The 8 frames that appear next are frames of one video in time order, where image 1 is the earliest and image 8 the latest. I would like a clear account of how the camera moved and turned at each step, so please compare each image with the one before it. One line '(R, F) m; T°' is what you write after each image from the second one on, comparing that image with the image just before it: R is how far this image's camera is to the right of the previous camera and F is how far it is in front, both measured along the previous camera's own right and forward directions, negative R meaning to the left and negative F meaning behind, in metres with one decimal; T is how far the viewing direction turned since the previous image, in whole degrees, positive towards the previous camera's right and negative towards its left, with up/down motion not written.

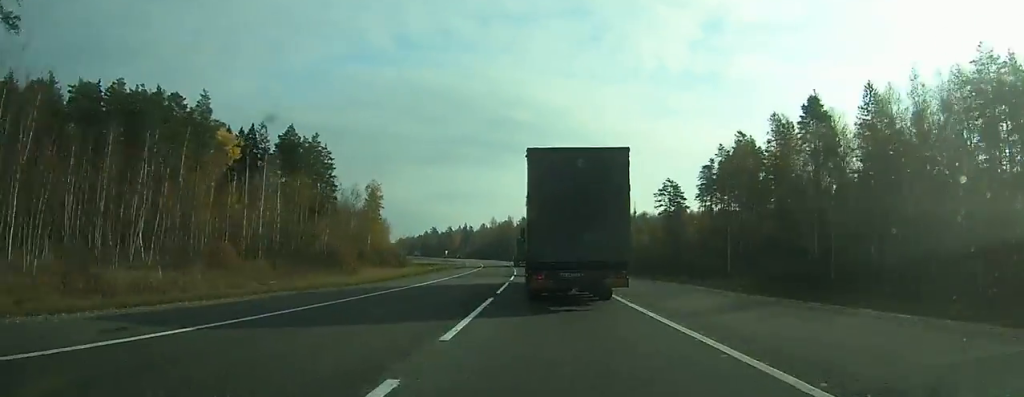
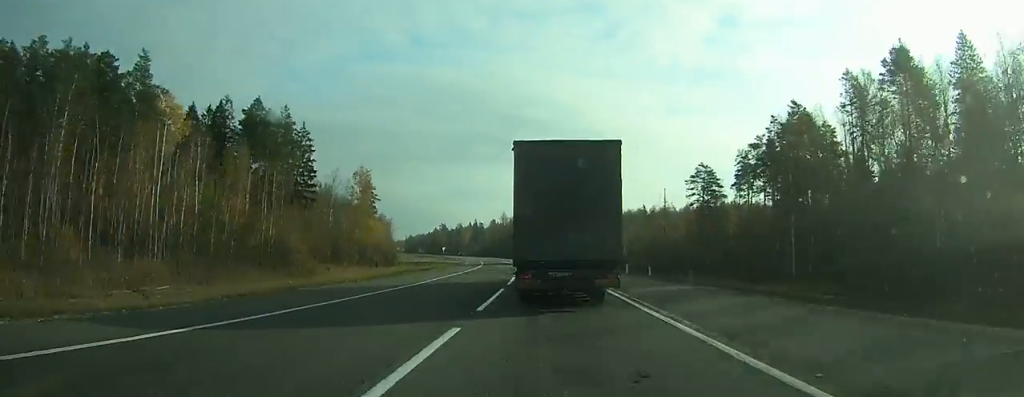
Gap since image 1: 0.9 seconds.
(-0.3, +19.8) m; -1°
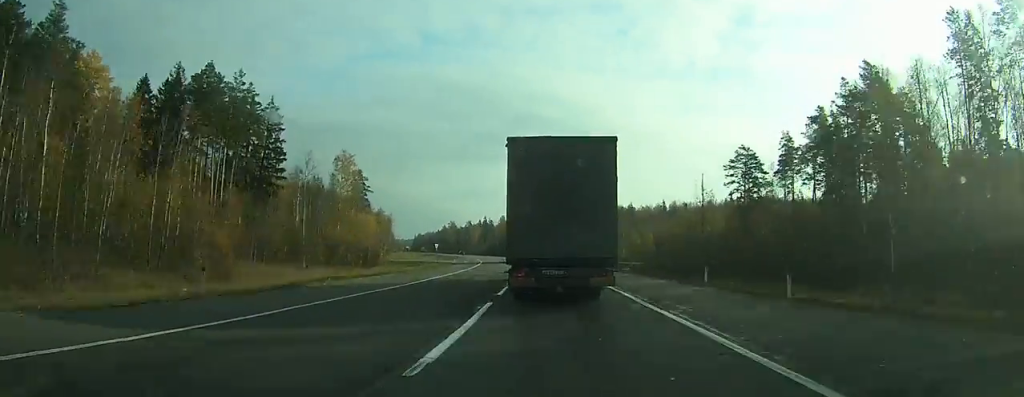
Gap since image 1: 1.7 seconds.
(-0.3, +19.9) m; -1°
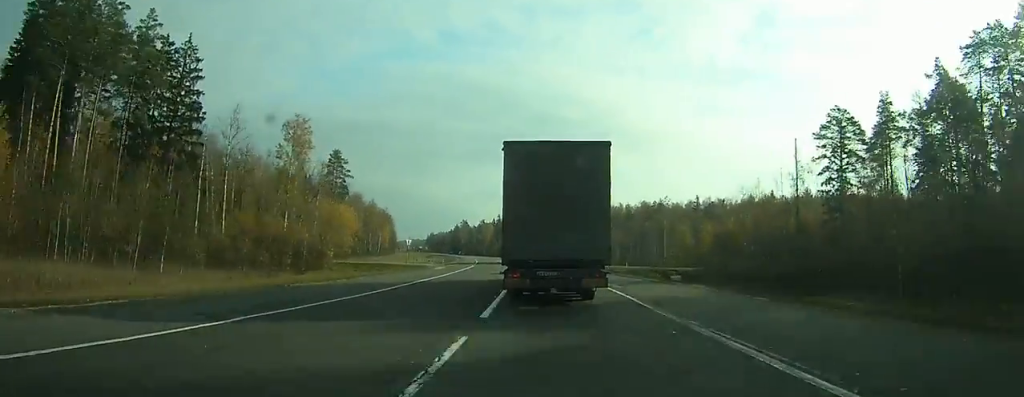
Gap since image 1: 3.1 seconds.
(-0.5, +31.1) m; -2°
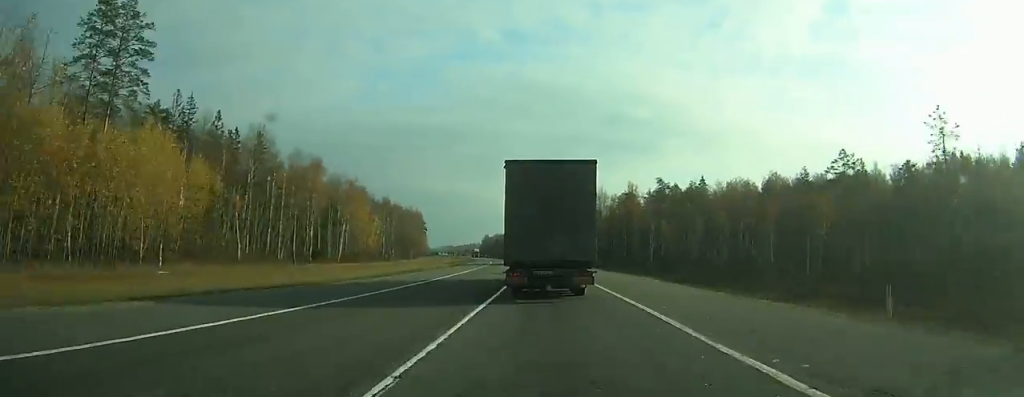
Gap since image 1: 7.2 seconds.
(-5.4, +91.3) m; -6°
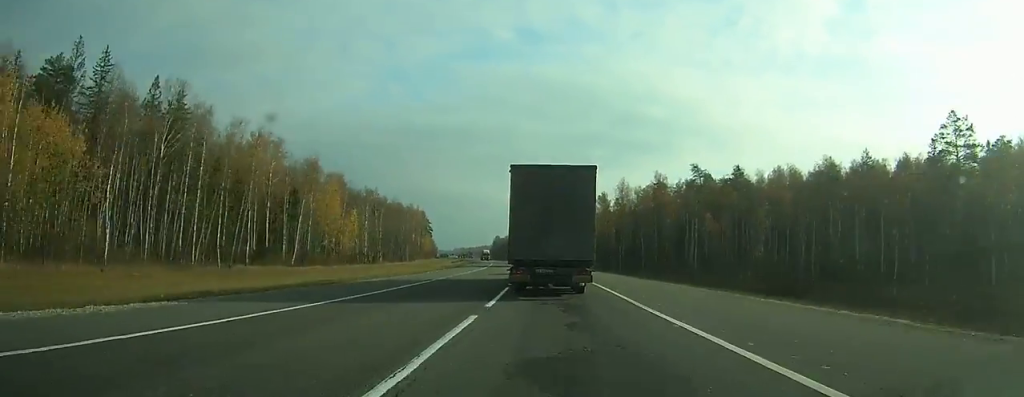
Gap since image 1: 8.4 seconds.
(-0.3, +28.2) m; -1°
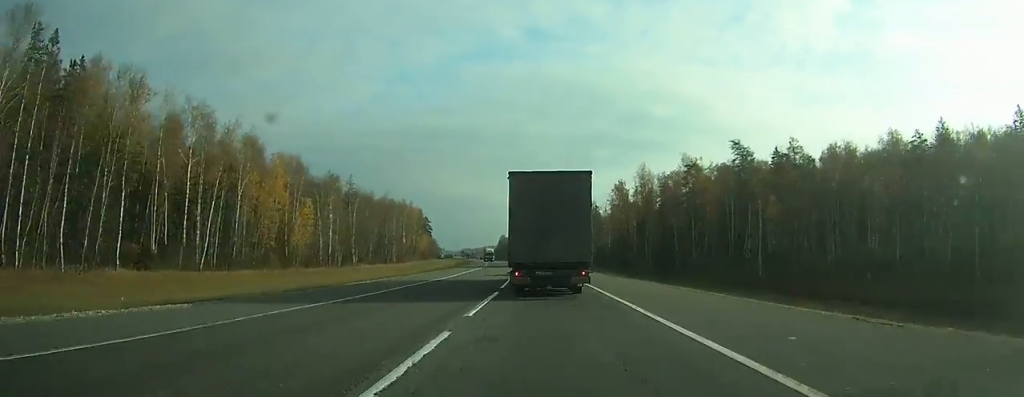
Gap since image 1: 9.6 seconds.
(-0.4, +27.1) m; -1°
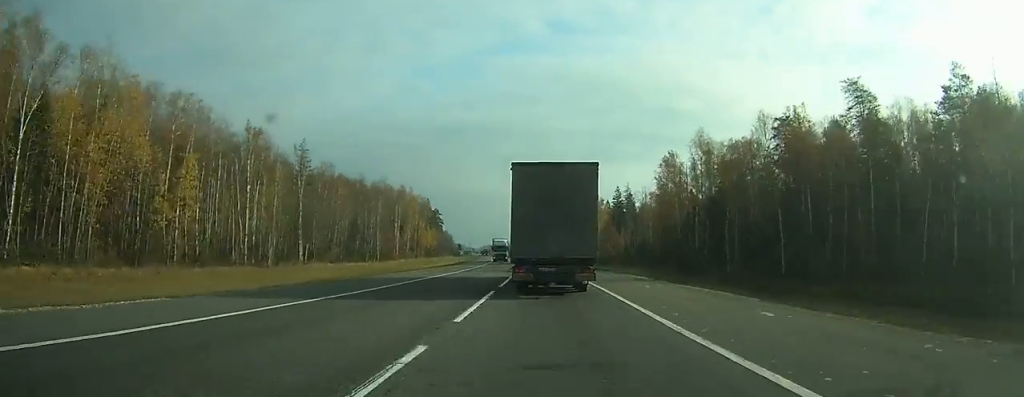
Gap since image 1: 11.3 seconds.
(-0.7, +37.4) m; -2°
